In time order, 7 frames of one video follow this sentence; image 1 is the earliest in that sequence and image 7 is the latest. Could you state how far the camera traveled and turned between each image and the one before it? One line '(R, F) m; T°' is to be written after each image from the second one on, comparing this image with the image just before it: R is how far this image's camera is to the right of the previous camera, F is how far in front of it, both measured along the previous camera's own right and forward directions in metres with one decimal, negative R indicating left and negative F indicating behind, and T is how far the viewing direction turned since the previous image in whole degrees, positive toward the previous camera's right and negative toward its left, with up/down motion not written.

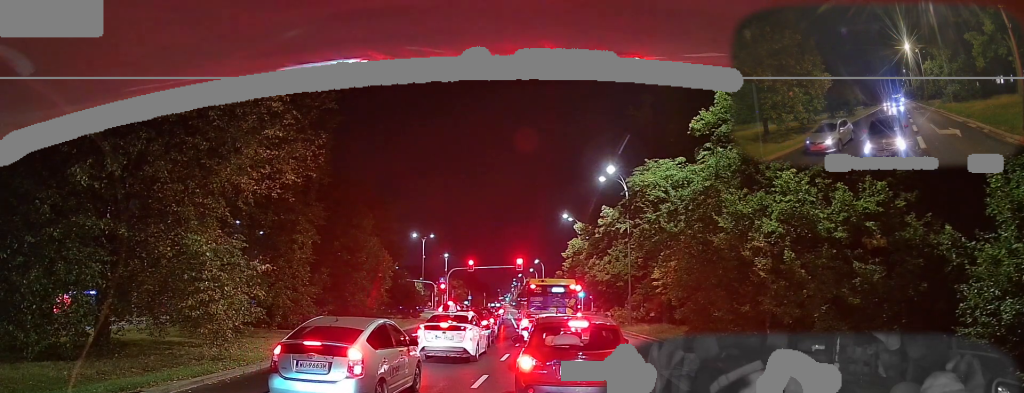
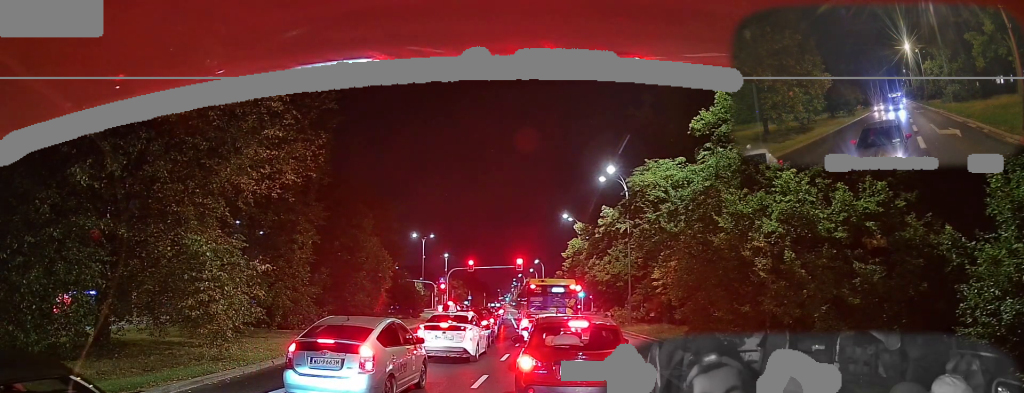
(0.0, 0.0) m; 0°
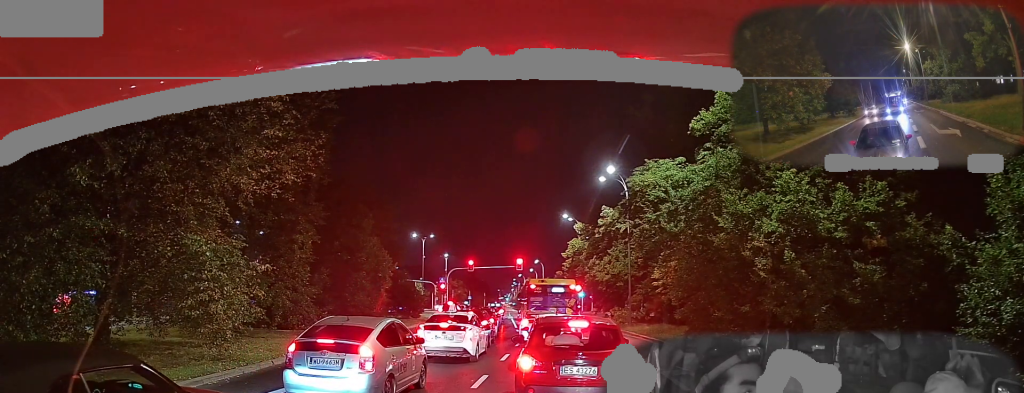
(0.0, 0.0) m; 0°
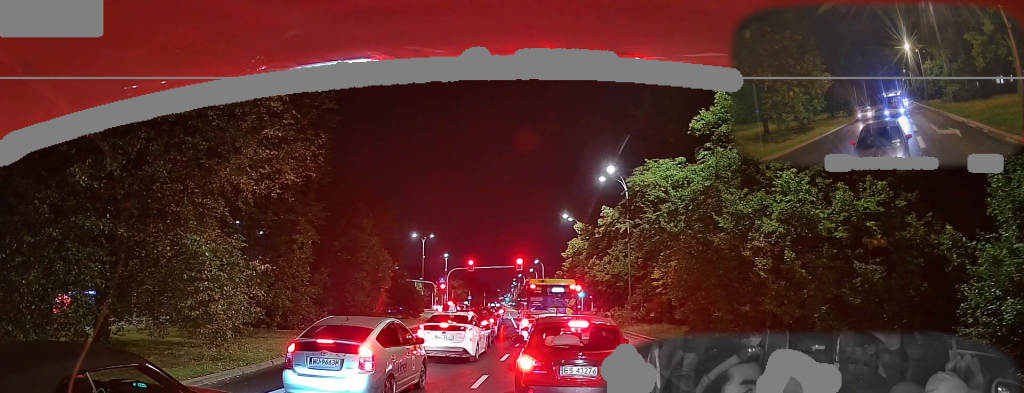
(0.0, 0.0) m; 0°
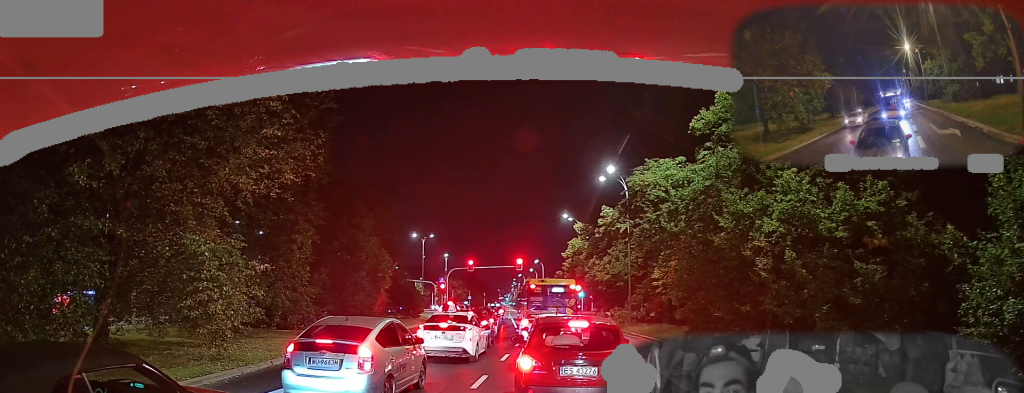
(0.0, 0.0) m; 0°
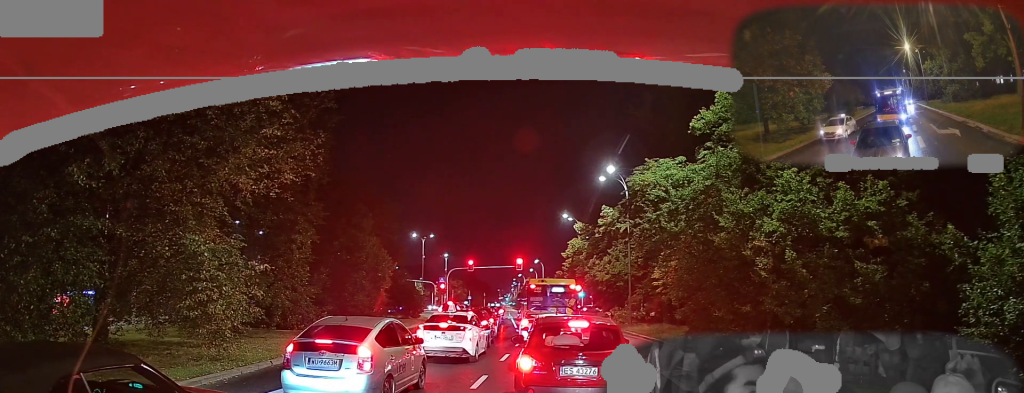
(0.0, 0.0) m; 0°
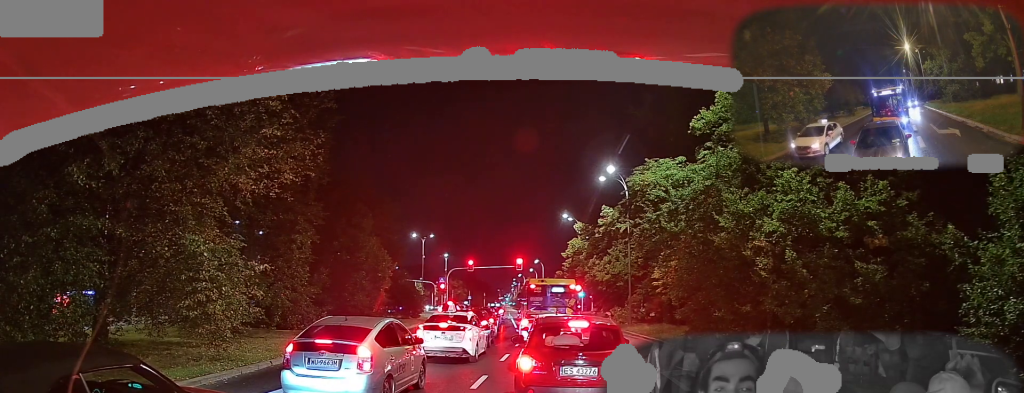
(0.0, 0.0) m; 0°
